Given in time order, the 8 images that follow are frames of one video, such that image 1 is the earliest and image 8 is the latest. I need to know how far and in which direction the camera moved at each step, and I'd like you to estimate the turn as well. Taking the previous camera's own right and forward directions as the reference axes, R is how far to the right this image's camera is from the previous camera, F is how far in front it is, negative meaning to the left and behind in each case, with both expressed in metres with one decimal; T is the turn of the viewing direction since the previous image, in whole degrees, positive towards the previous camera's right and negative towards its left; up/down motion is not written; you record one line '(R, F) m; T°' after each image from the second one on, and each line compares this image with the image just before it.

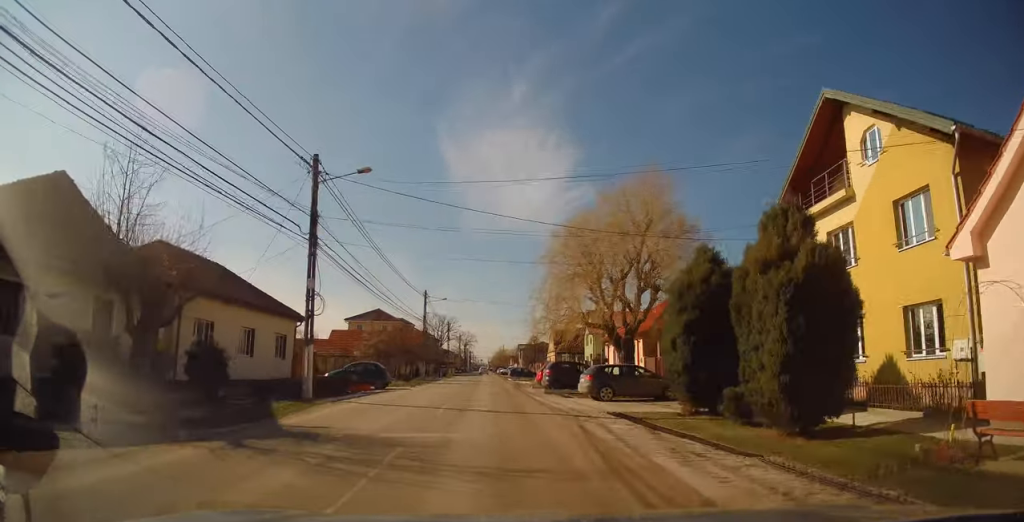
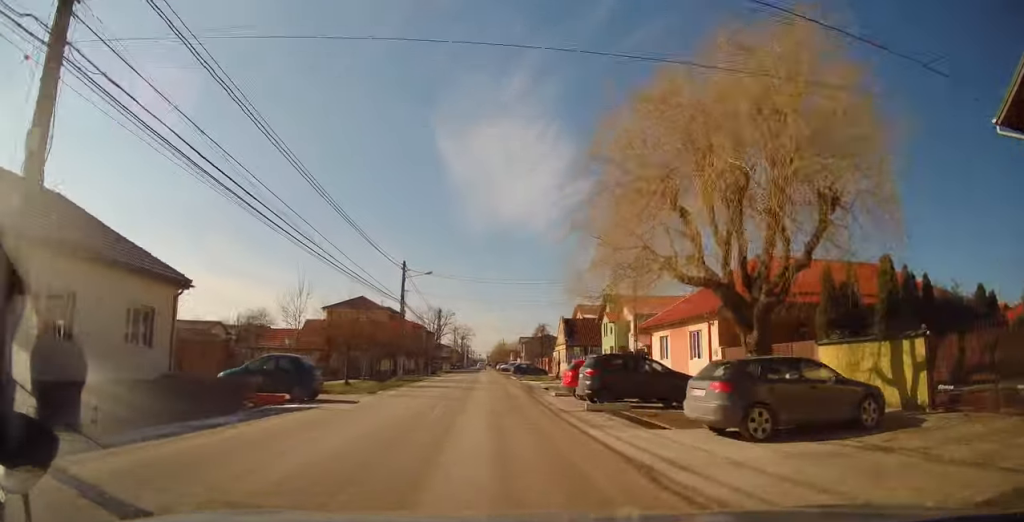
(+0.5, +10.9) m; +3°
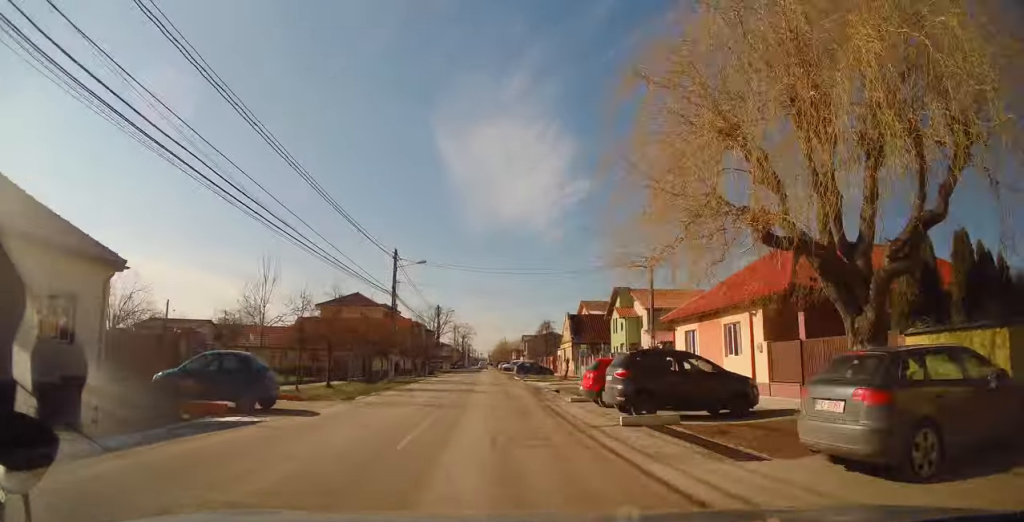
(-0.1, +3.9) m; 0°
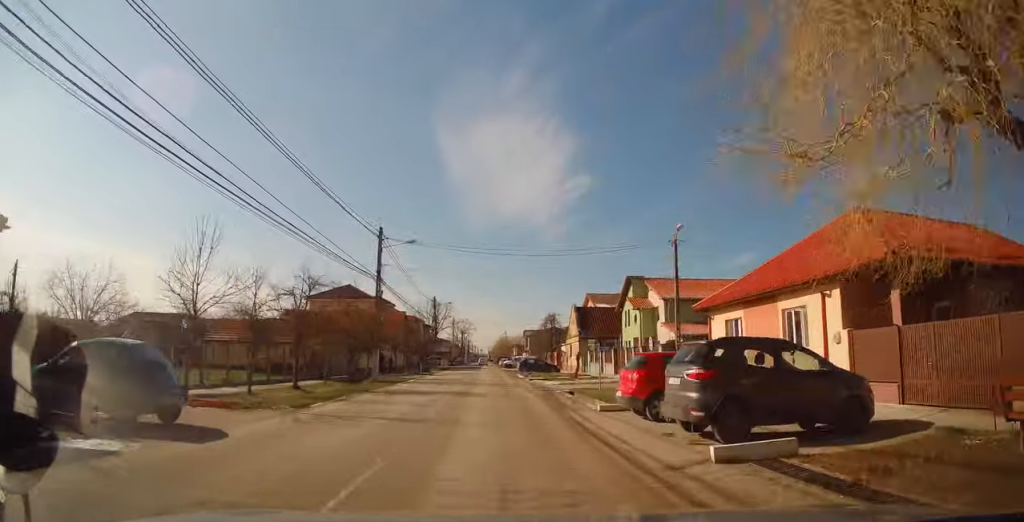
(-0.2, +4.5) m; -1°
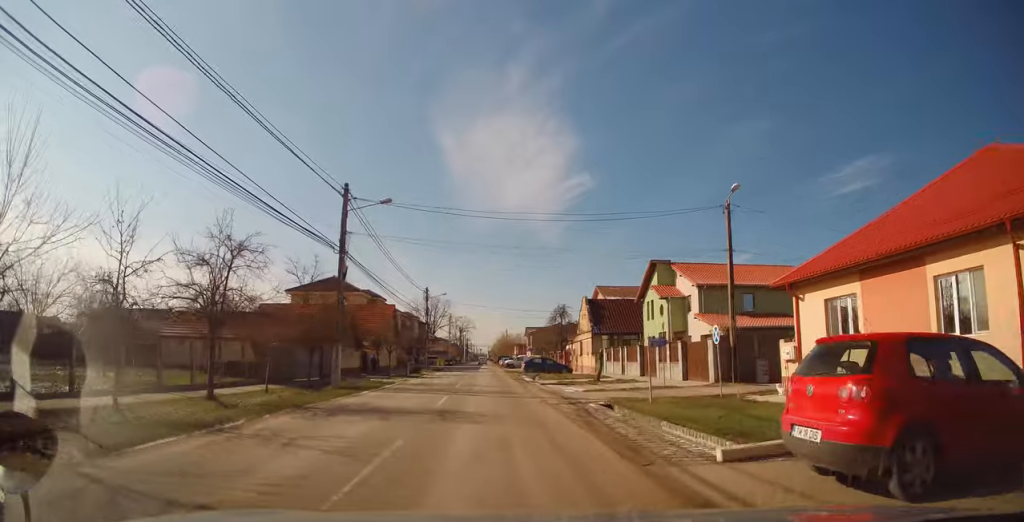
(0.0, +7.0) m; 0°
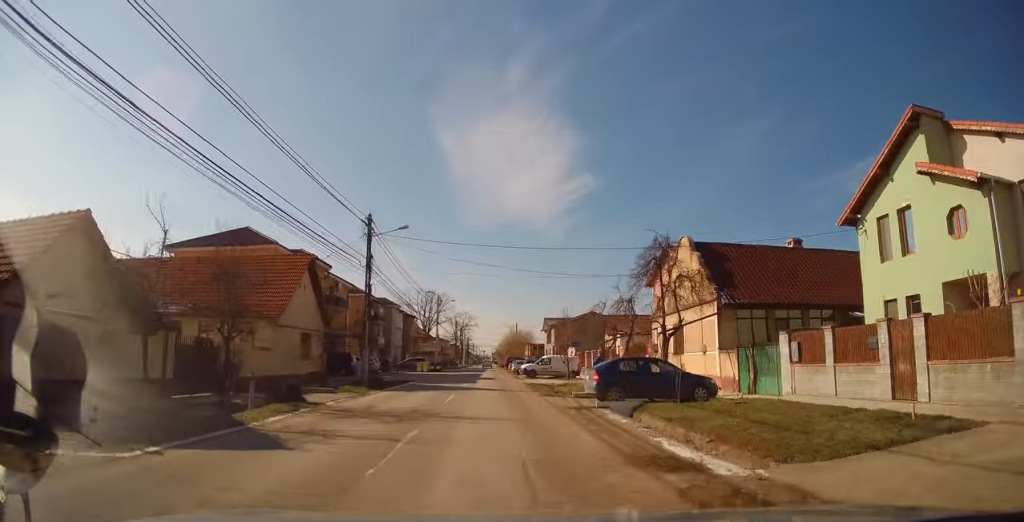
(-0.6, +26.9) m; -1°
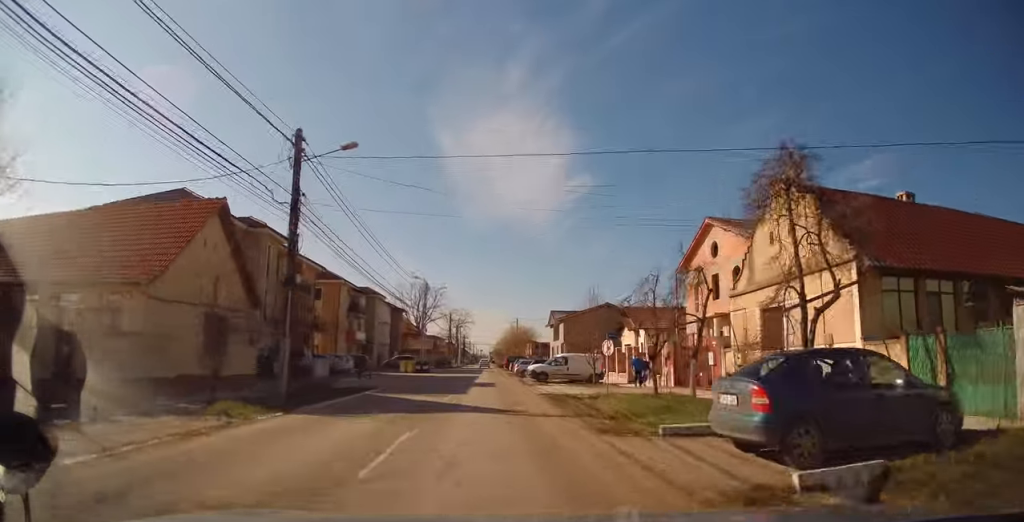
(+0.4, +9.8) m; 0°
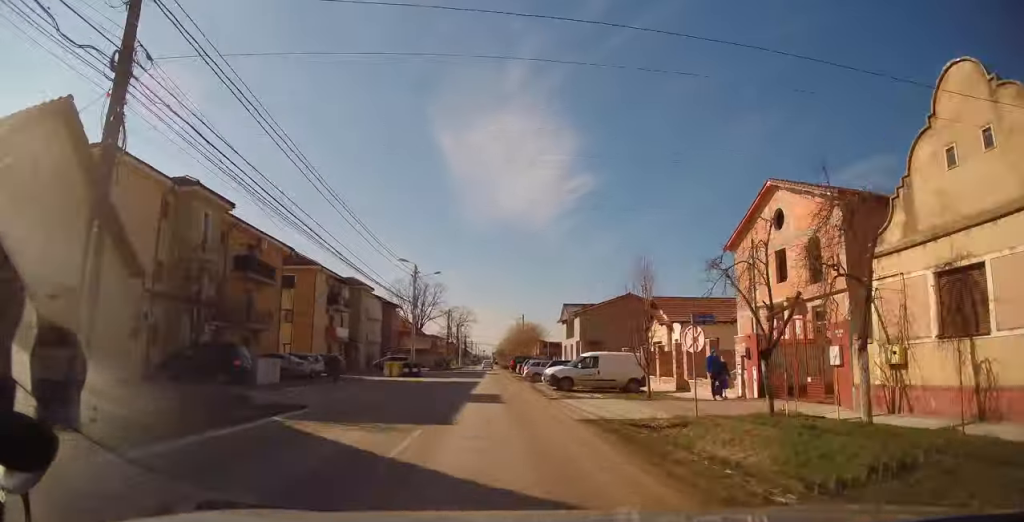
(-0.4, +8.6) m; -1°
